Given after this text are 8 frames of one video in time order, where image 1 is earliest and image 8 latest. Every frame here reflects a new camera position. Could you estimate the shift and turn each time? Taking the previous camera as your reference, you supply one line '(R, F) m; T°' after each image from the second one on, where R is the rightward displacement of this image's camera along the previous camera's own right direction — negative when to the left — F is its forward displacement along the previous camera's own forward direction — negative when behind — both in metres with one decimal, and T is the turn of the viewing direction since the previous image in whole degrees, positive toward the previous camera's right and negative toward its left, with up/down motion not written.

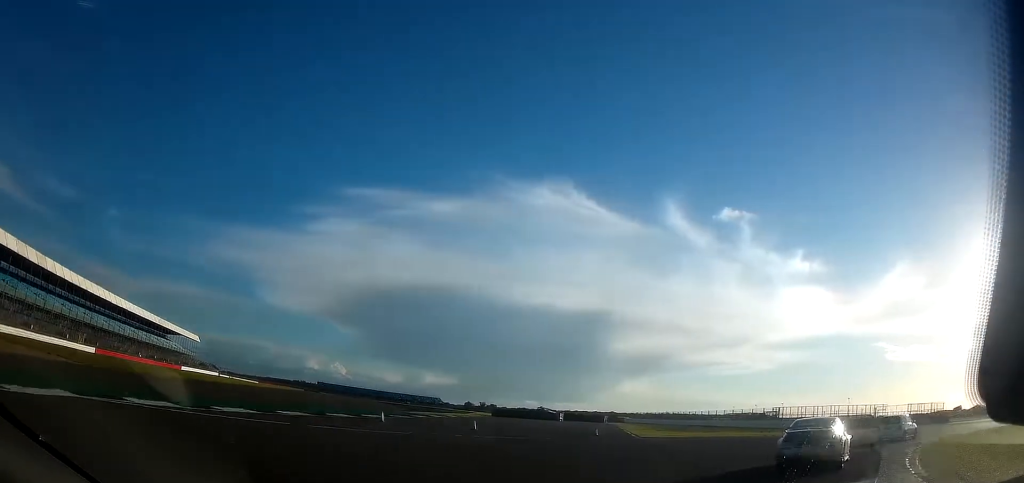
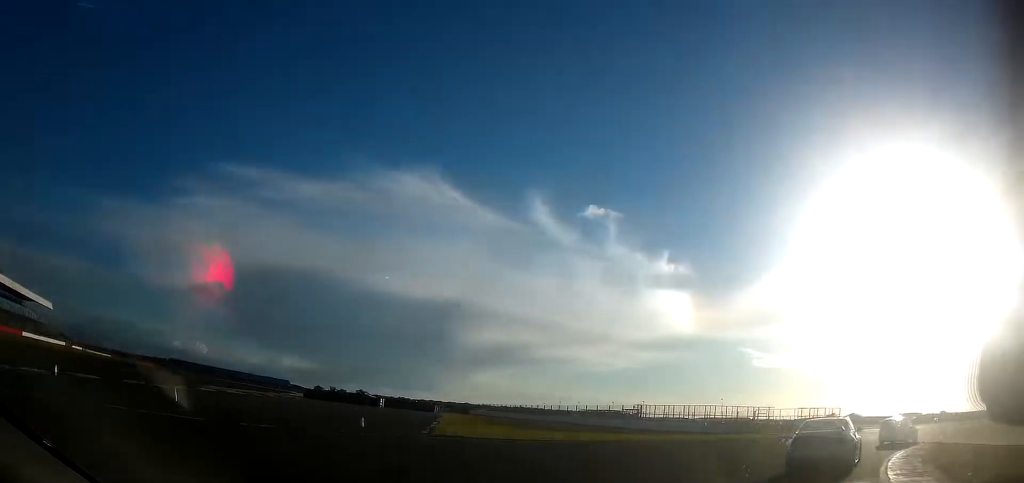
(0.0, +12.2) m; +12°
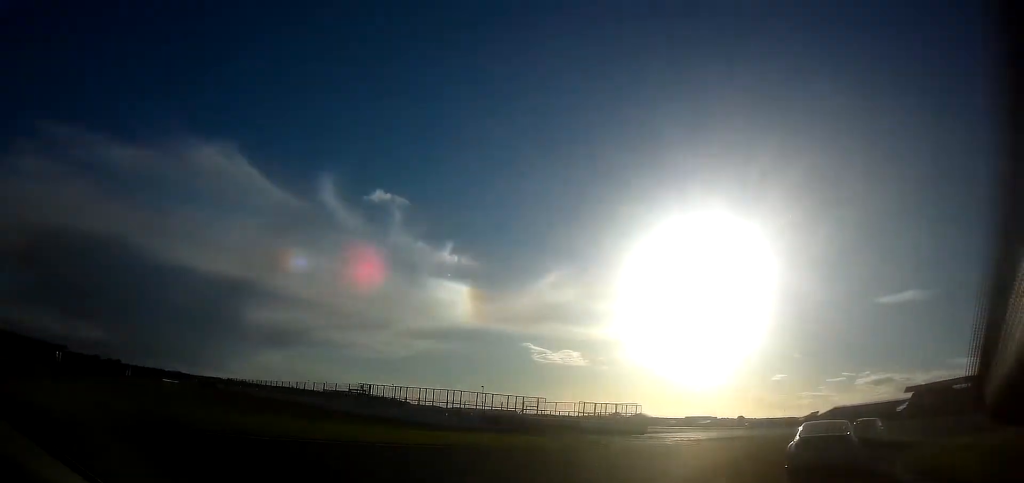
(+3.9, +15.2) m; +29°
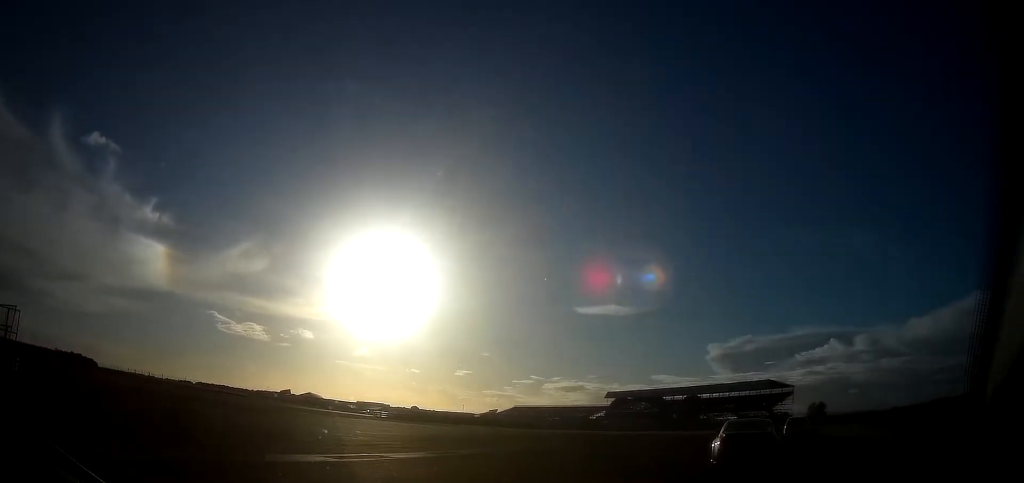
(+20.0, +35.4) m; +41°
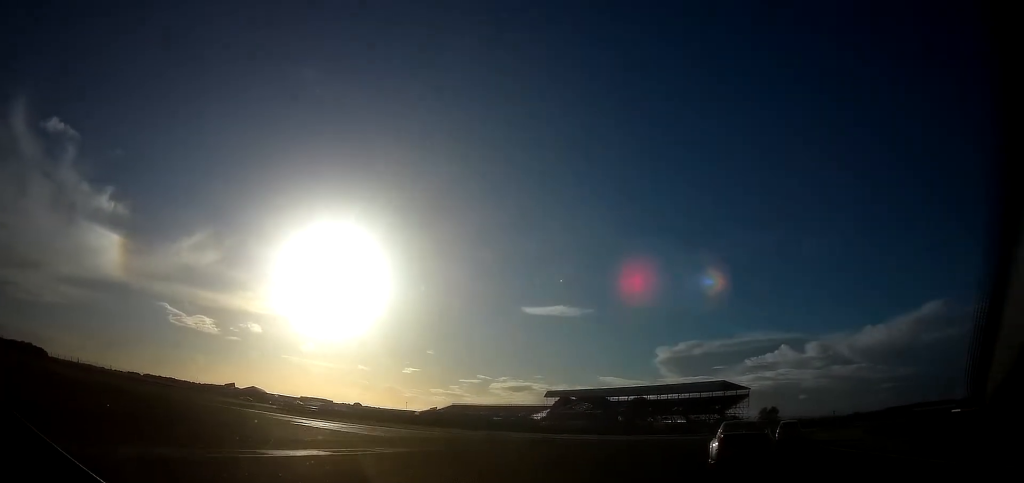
(+0.2, +14.9) m; +2°
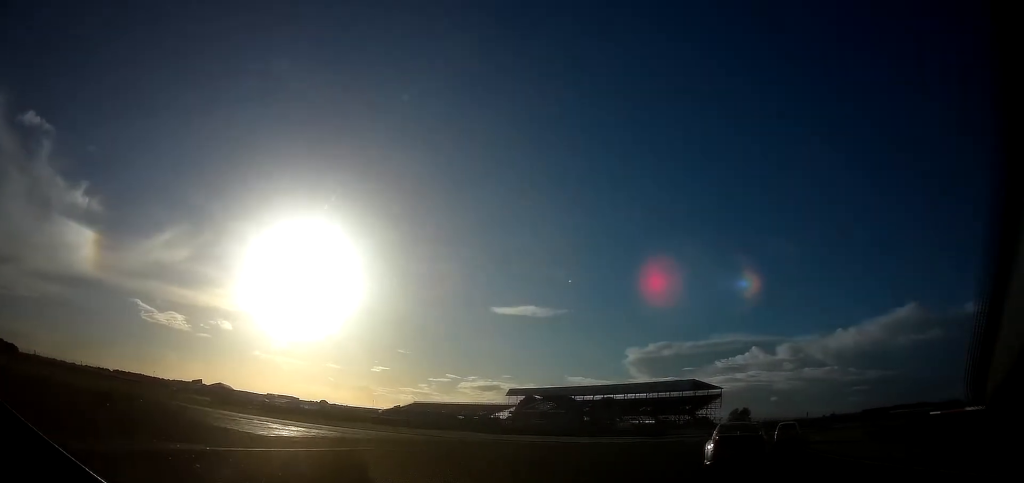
(+0.1, +10.2) m; +1°
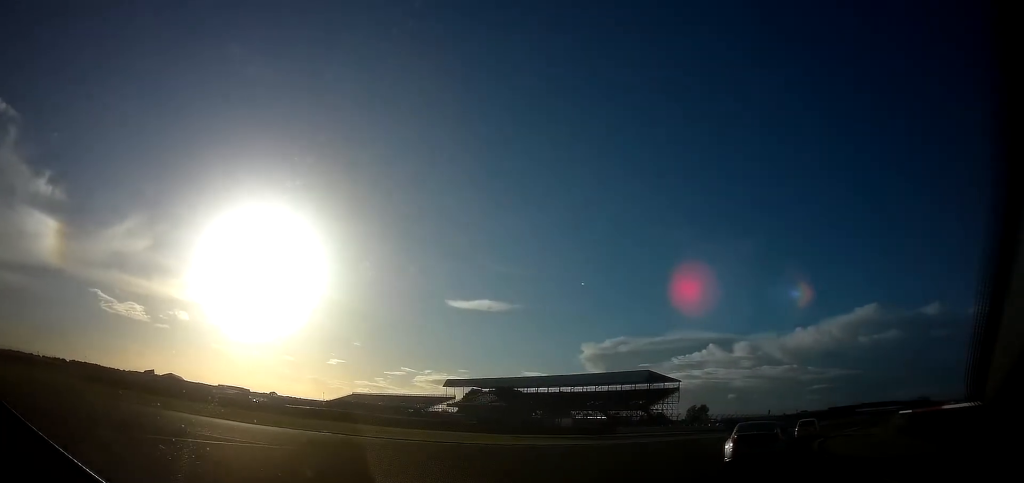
(+0.3, +18.6) m; +2°
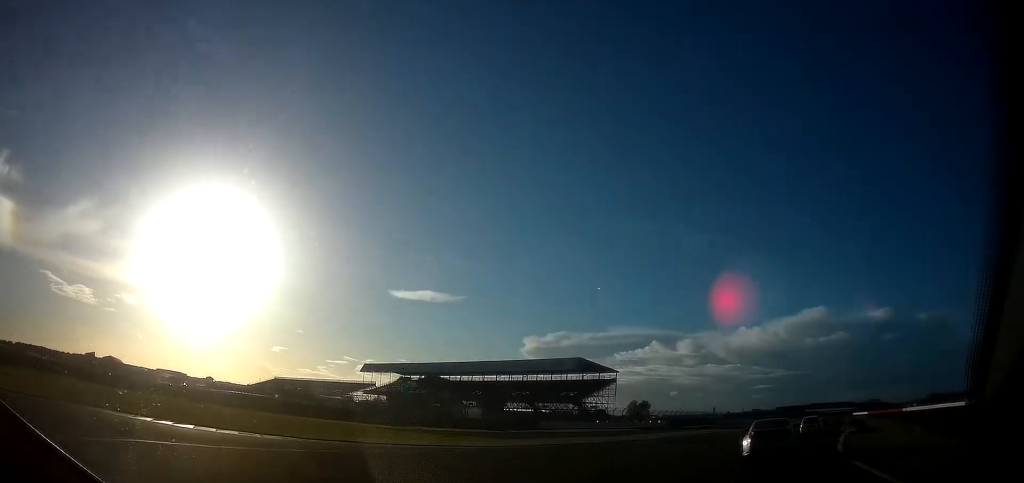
(+0.3, +17.2) m; +3°
